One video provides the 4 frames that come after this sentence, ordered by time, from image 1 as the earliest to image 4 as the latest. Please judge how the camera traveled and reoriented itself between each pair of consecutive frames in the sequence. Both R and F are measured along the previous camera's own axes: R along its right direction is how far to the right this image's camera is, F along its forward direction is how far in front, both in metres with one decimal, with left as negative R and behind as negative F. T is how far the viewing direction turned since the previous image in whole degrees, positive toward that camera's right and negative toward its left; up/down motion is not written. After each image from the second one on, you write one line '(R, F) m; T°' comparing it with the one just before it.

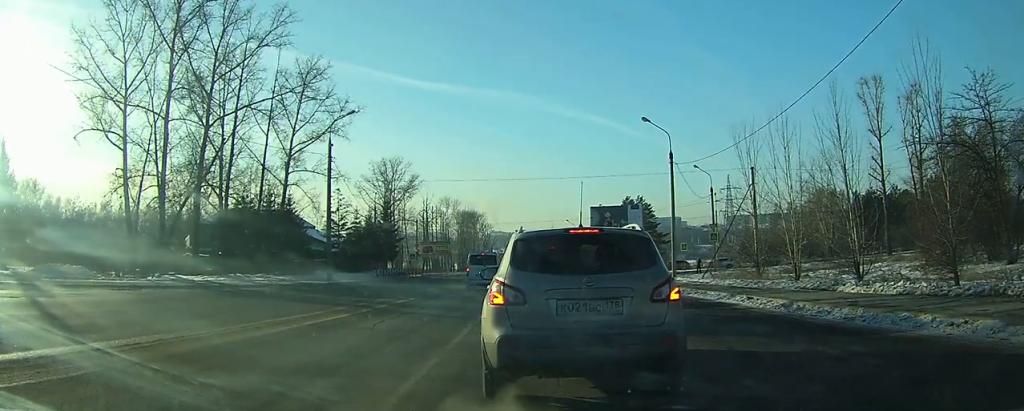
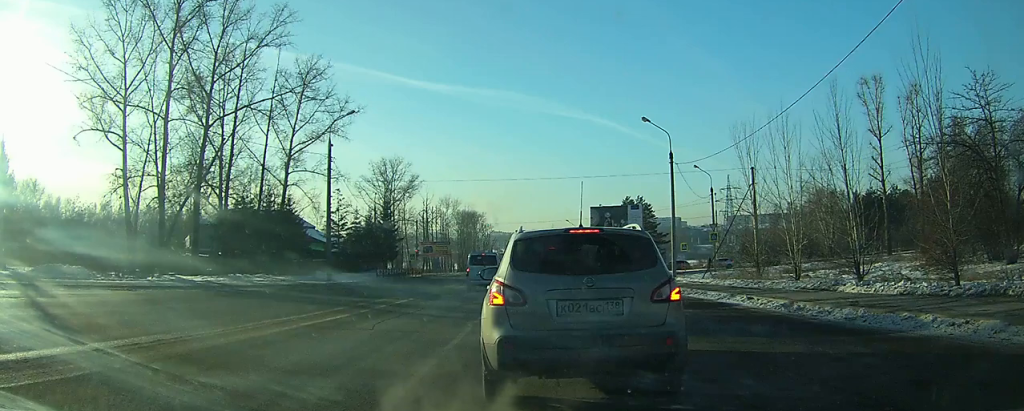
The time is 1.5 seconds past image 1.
(-0.3, -0.2) m; 0°
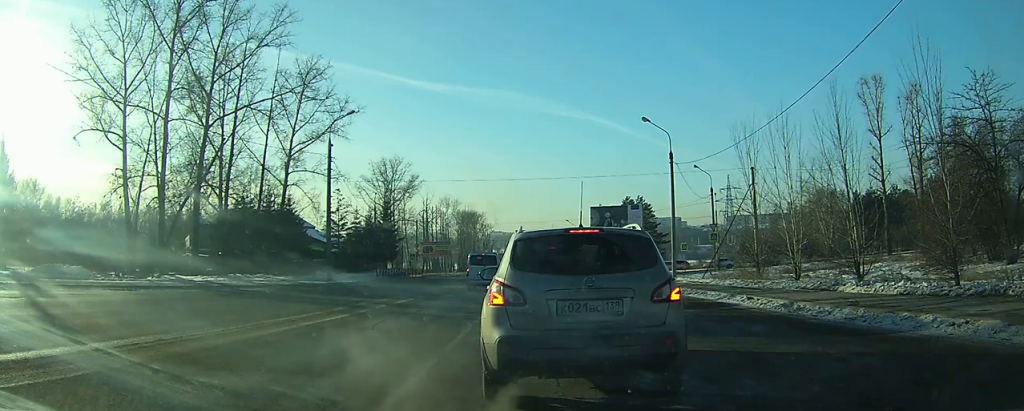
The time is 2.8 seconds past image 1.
(-0.1, 0.0) m; 0°
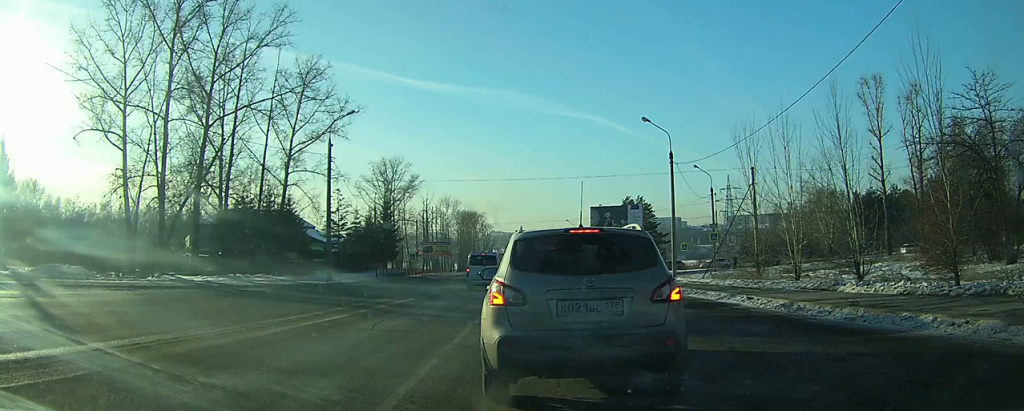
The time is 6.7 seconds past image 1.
(-0.1, +0.1) m; 0°
